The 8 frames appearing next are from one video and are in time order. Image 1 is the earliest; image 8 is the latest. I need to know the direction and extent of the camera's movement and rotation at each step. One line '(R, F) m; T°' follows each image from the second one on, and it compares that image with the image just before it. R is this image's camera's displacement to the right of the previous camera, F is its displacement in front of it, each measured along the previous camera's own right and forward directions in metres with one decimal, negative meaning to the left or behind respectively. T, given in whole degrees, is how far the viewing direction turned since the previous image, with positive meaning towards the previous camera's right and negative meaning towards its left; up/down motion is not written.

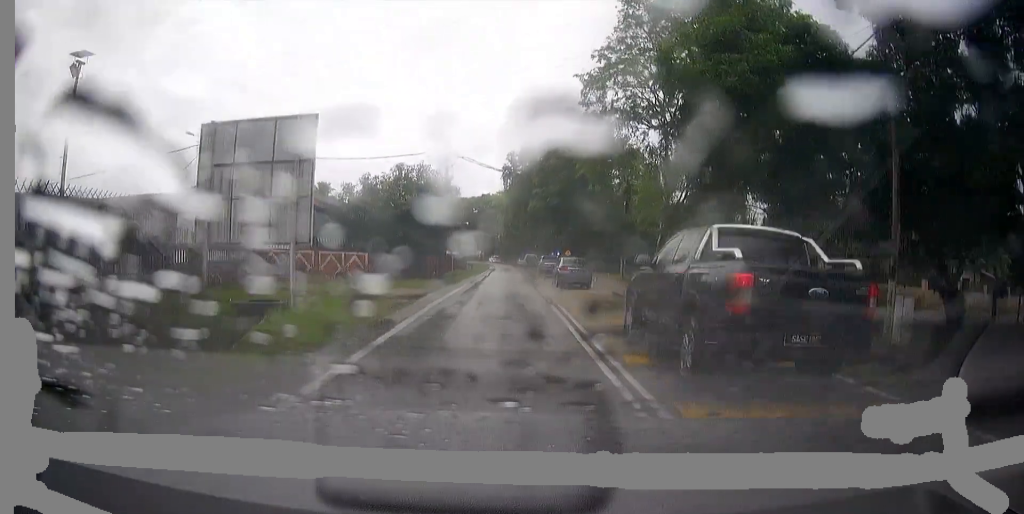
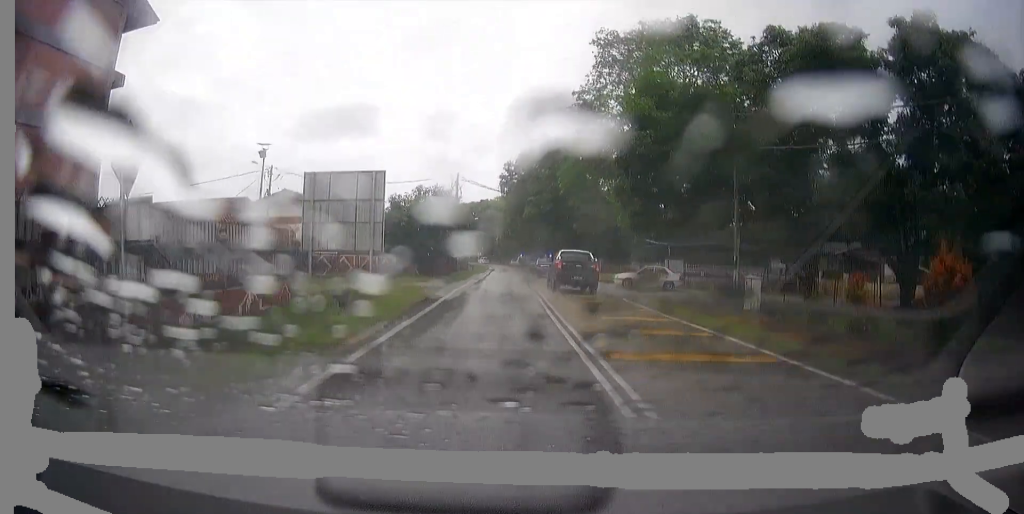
(0.0, +9.3) m; 0°
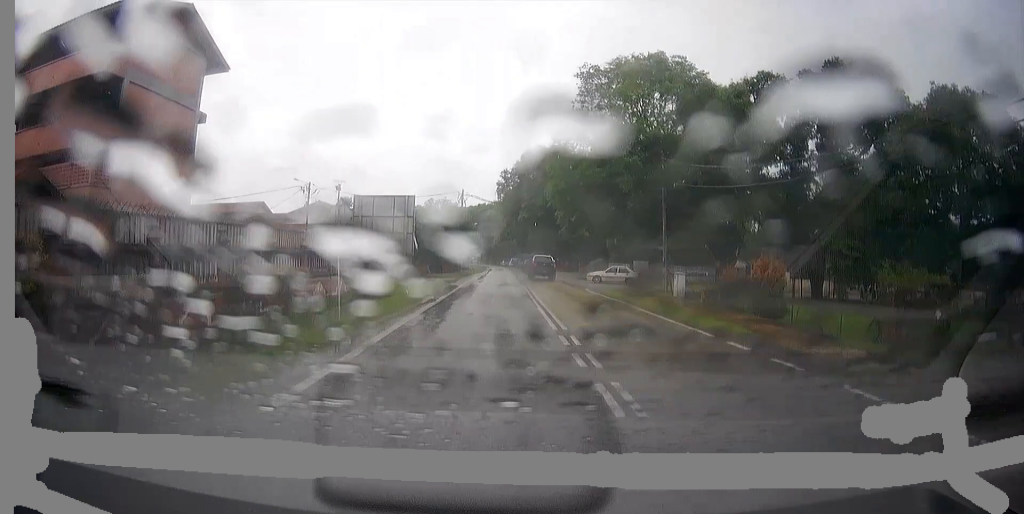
(0.0, +9.6) m; 0°
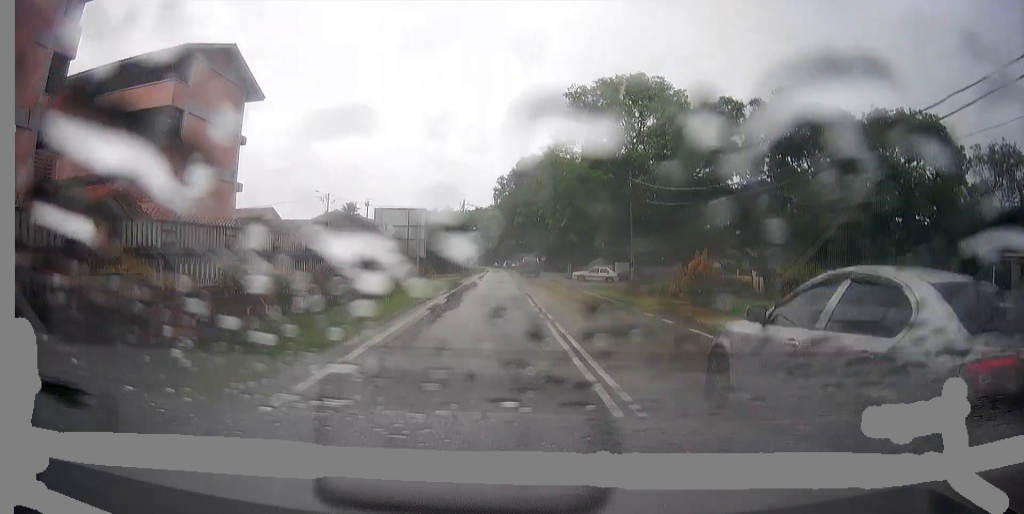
(0.0, +7.0) m; 0°
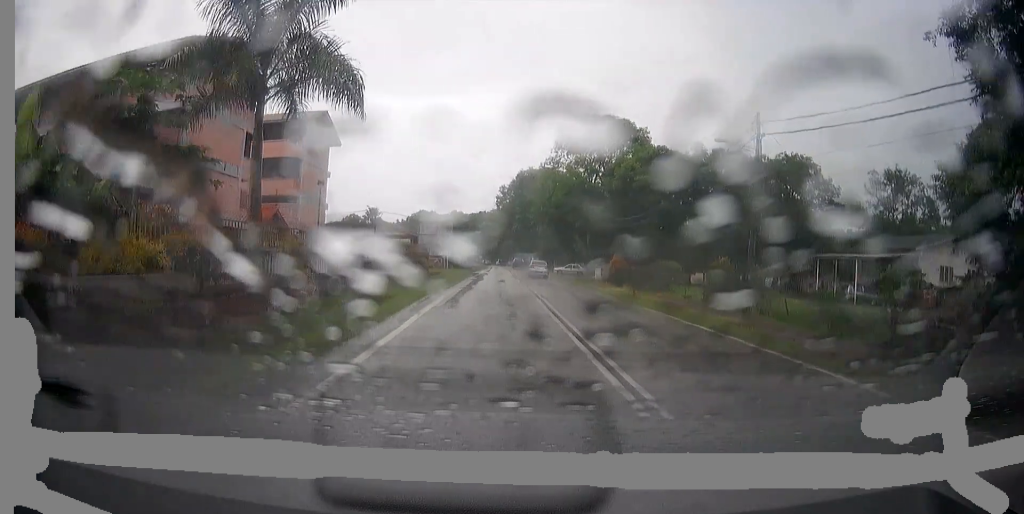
(-0.1, +21.0) m; -1°
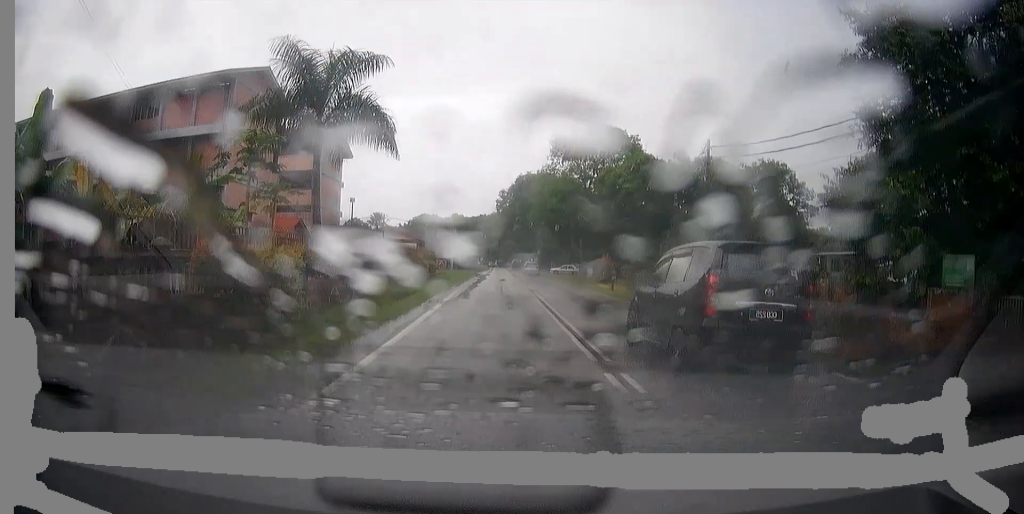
(0.0, +6.4) m; 0°
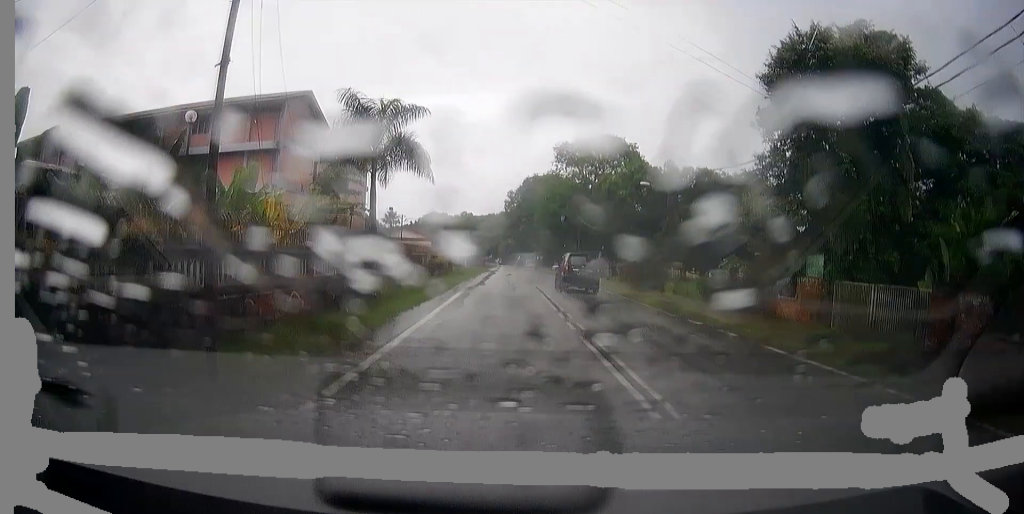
(0.0, +8.2) m; +1°
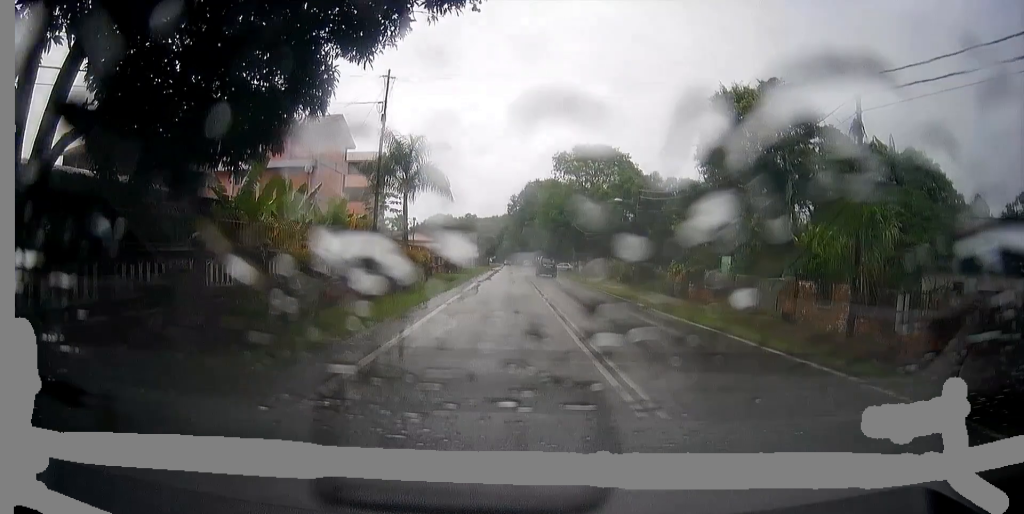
(+0.3, +11.5) m; +3°
